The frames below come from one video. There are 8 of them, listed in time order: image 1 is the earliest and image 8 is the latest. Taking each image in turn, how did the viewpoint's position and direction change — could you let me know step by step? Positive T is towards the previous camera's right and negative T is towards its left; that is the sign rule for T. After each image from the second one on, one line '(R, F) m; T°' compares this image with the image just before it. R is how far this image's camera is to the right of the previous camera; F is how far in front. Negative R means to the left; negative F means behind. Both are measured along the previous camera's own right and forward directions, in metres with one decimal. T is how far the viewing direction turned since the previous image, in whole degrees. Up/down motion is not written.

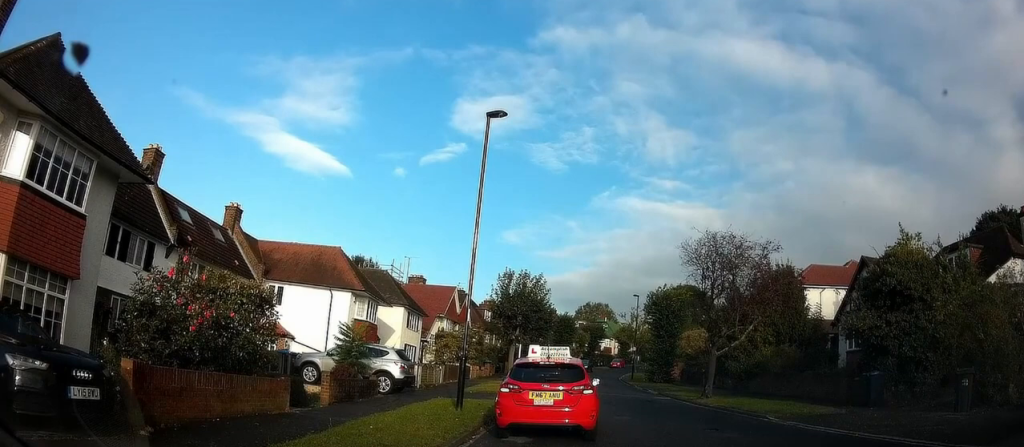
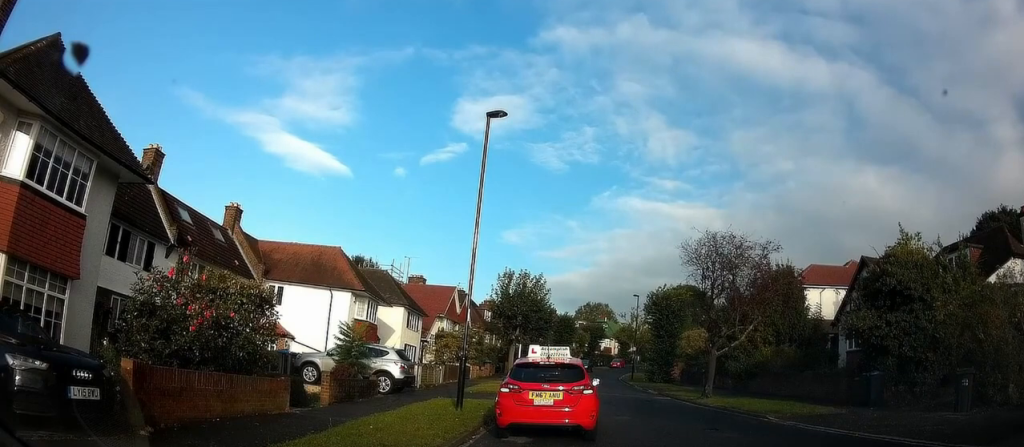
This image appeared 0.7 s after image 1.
(0.0, 0.0) m; 0°
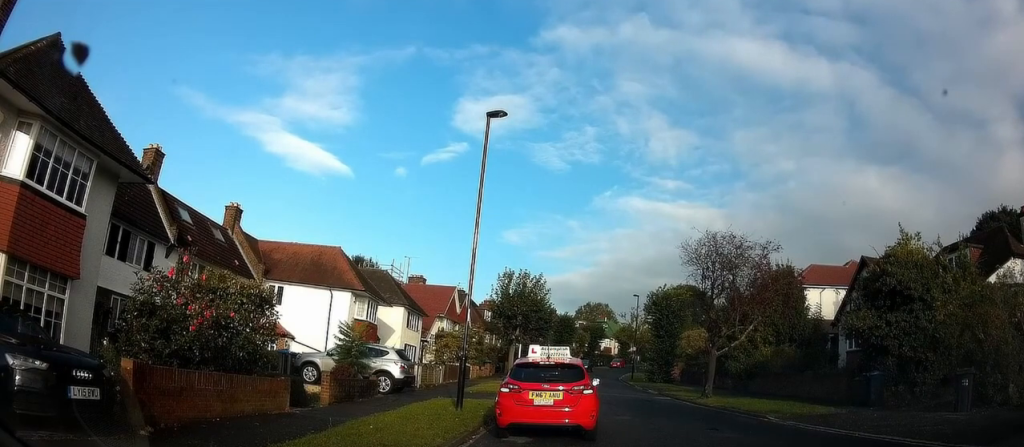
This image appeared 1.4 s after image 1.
(0.0, 0.0) m; 0°
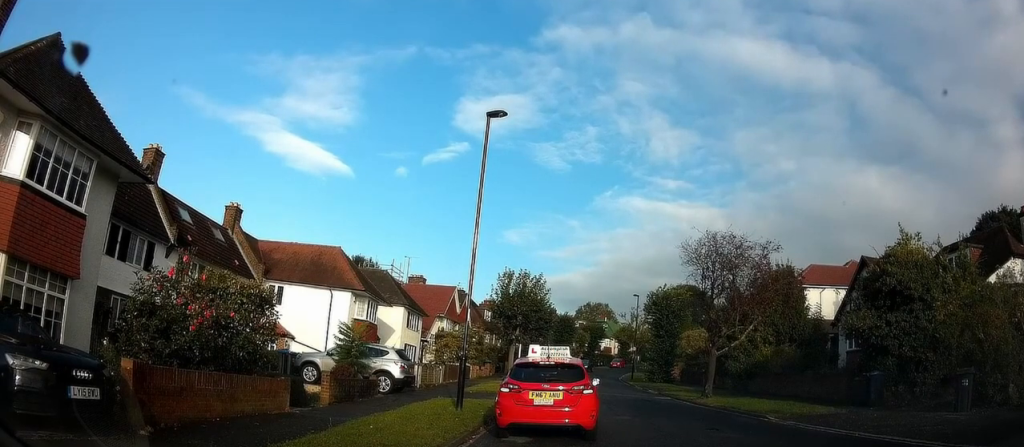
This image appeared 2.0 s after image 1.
(0.0, 0.0) m; 0°
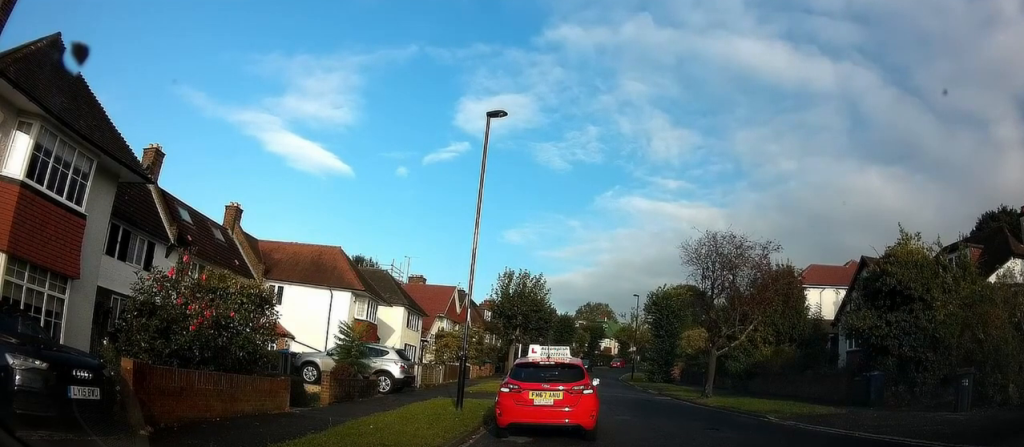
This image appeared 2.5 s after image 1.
(0.0, 0.0) m; 0°
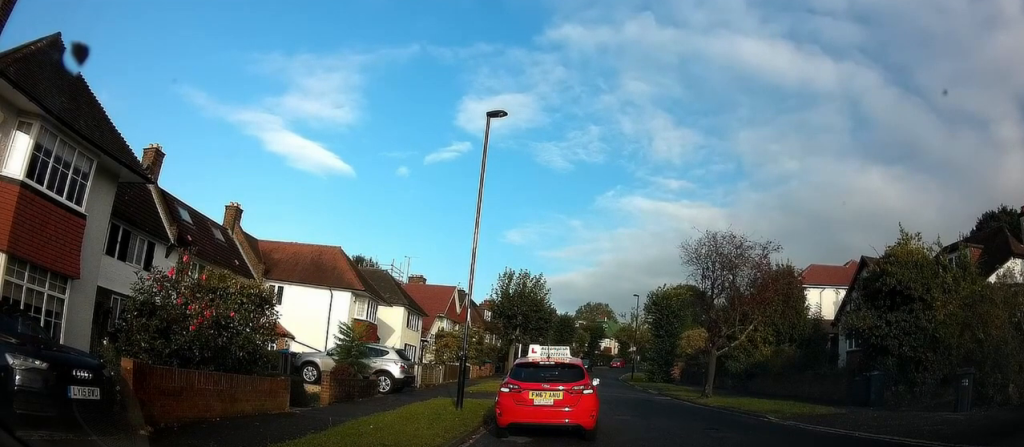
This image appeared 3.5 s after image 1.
(0.0, 0.0) m; 0°
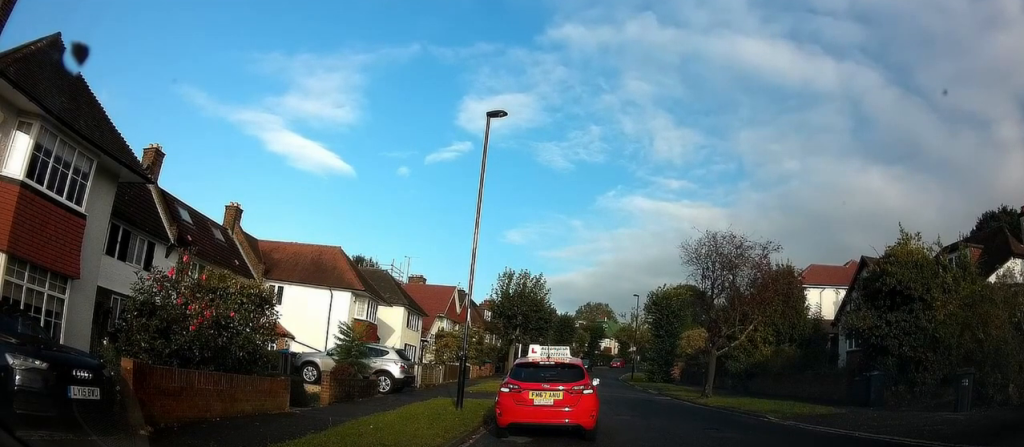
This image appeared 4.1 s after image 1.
(0.0, 0.0) m; 0°
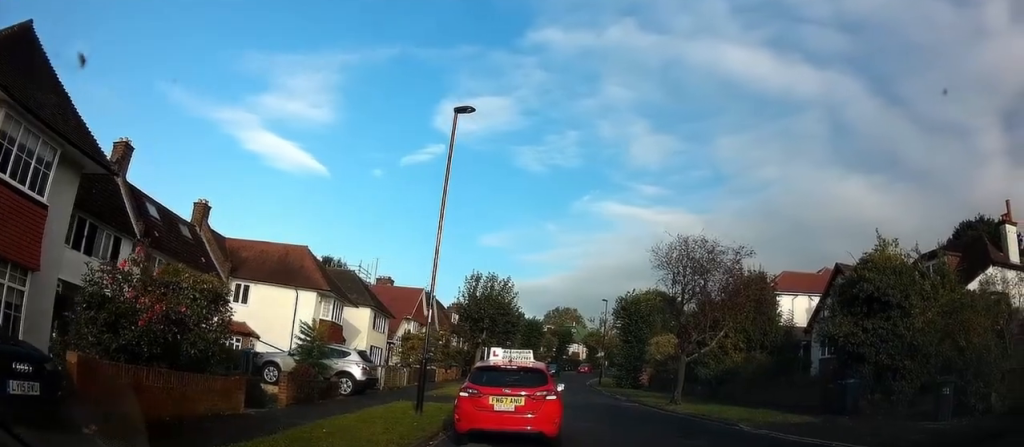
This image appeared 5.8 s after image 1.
(+0.1, +0.1) m; 0°
